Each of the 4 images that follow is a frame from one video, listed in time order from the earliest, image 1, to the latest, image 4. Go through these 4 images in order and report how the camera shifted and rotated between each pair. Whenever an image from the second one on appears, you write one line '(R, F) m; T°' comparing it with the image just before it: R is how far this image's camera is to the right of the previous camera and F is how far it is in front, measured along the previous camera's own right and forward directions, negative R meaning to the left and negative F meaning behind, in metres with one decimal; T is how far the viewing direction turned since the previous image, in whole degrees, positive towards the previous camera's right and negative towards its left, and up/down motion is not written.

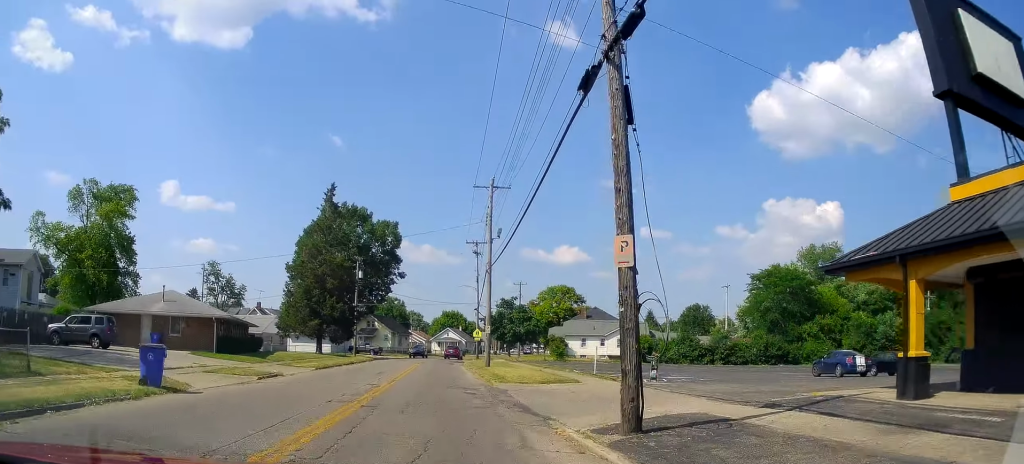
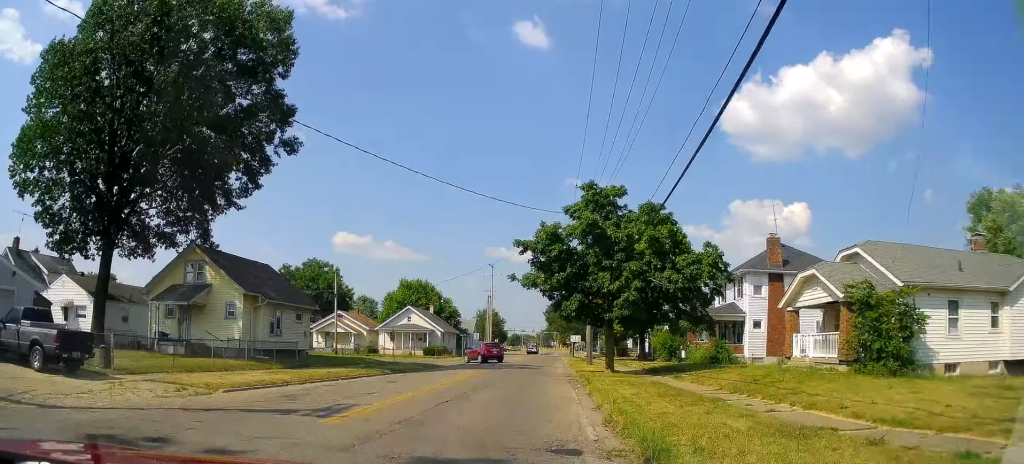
(+2.3, +63.6) m; +6°
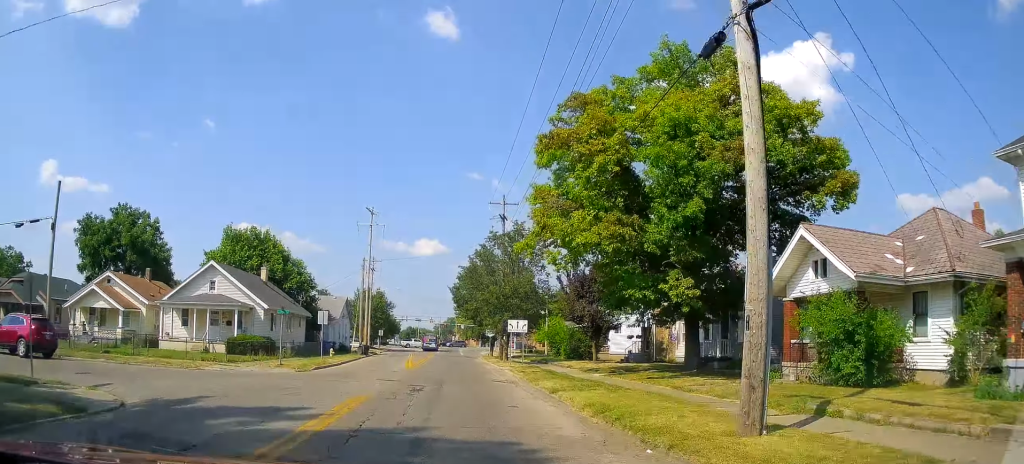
(+2.4, +34.7) m; +7°
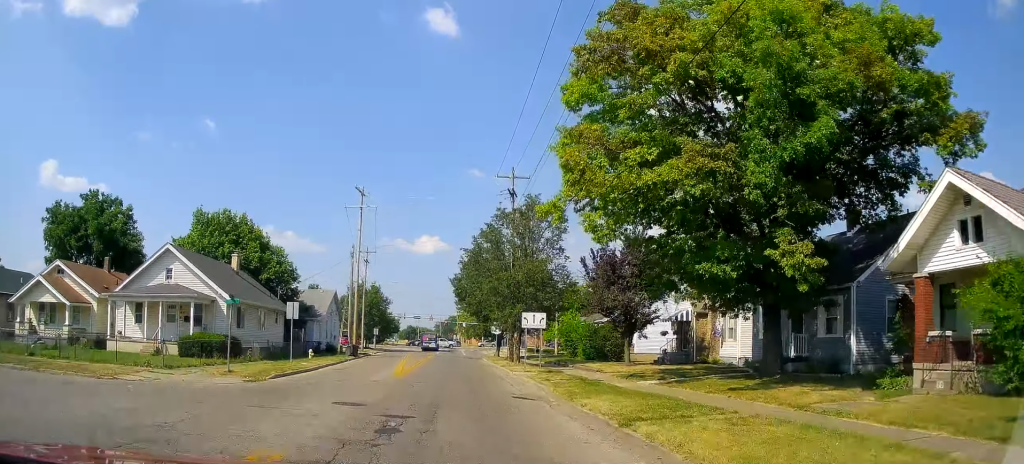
(+0.1, +6.8) m; 0°
